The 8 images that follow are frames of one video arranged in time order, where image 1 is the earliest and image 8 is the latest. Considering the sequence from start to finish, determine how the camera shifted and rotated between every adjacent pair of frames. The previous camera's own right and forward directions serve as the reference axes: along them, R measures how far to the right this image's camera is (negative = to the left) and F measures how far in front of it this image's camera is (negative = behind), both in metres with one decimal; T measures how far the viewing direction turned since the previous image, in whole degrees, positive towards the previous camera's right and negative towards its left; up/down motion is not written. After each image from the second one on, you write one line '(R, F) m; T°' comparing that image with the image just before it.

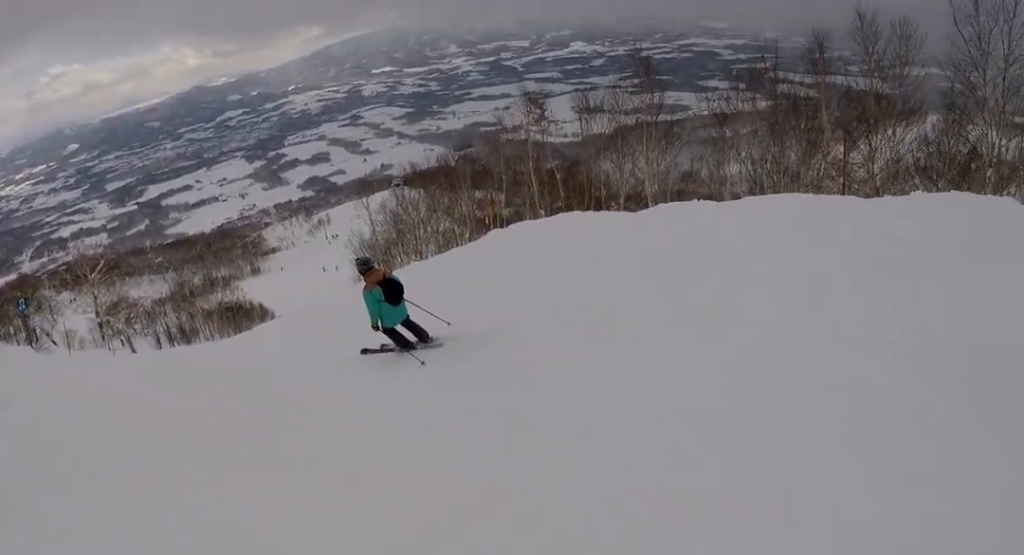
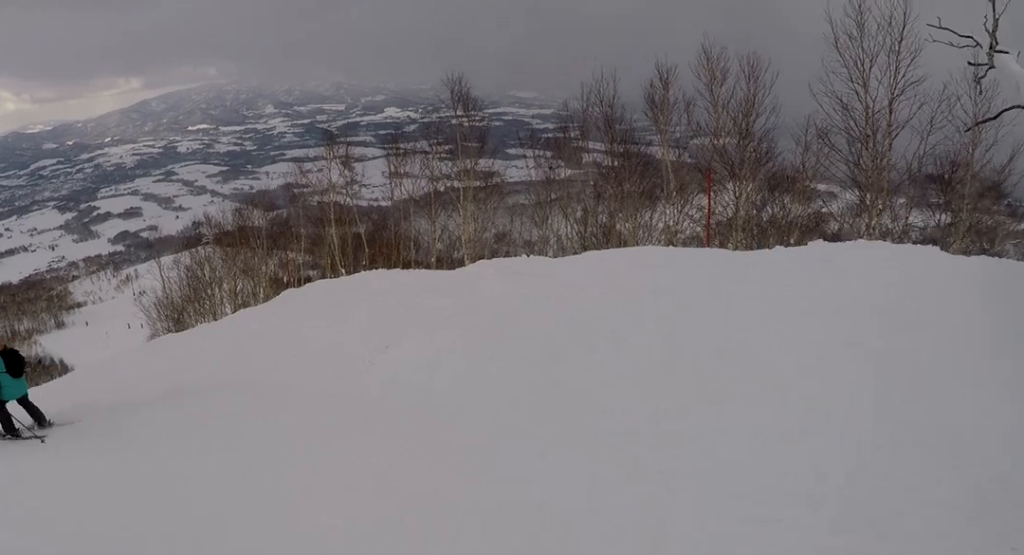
(+0.4, +2.7) m; +13°
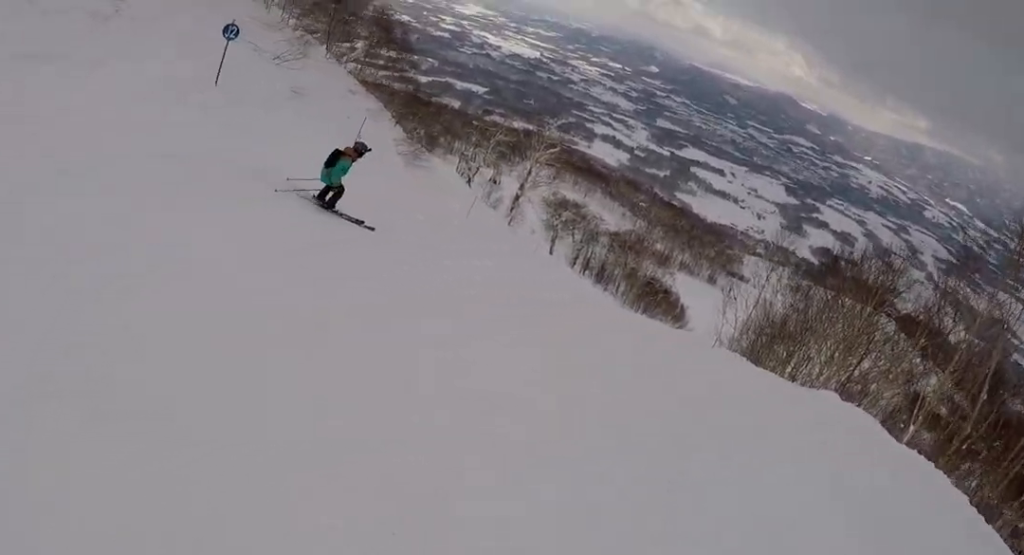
(-0.5, +5.8) m; -26°
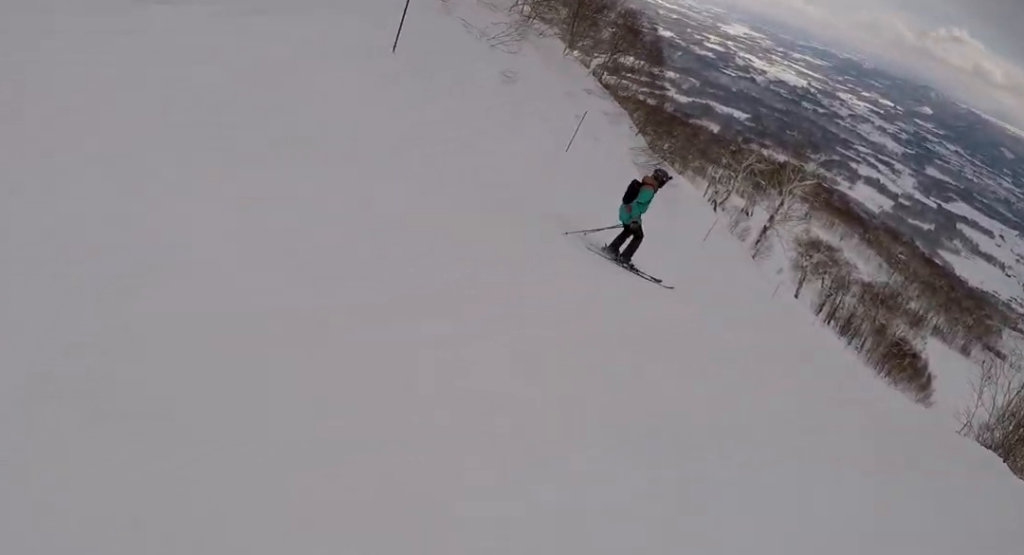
(-0.5, +2.4) m; -15°
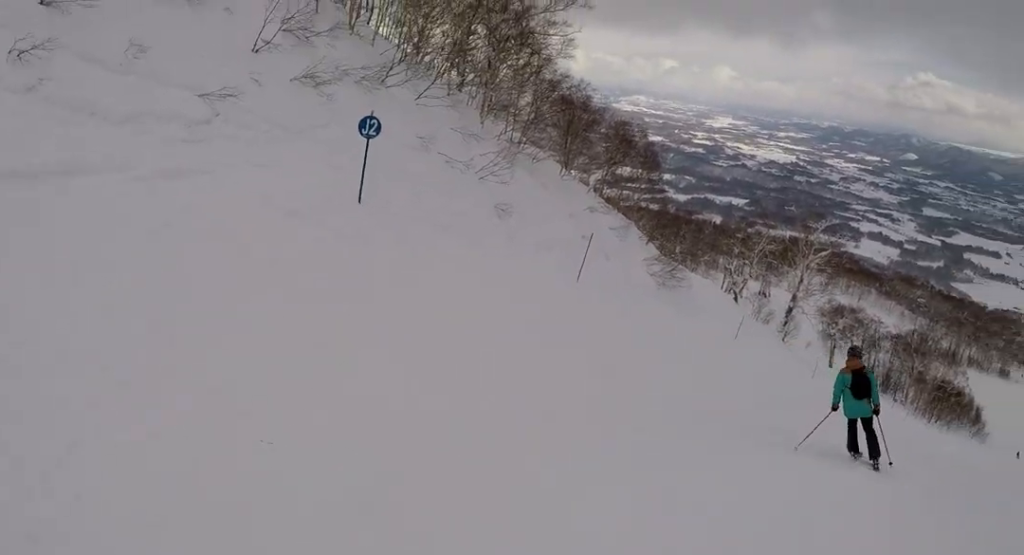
(-0.3, +3.0) m; -2°
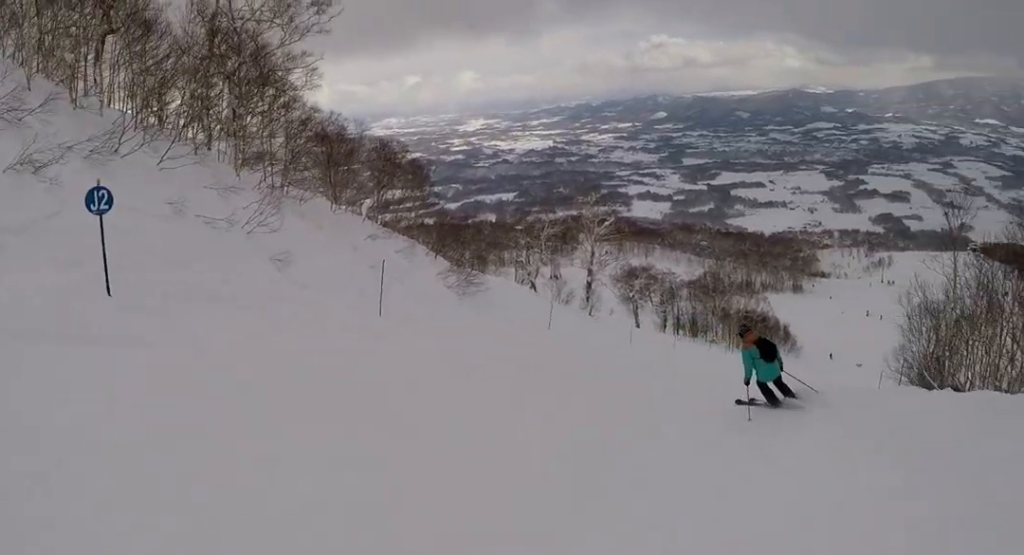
(0.0, +1.9) m; +4°
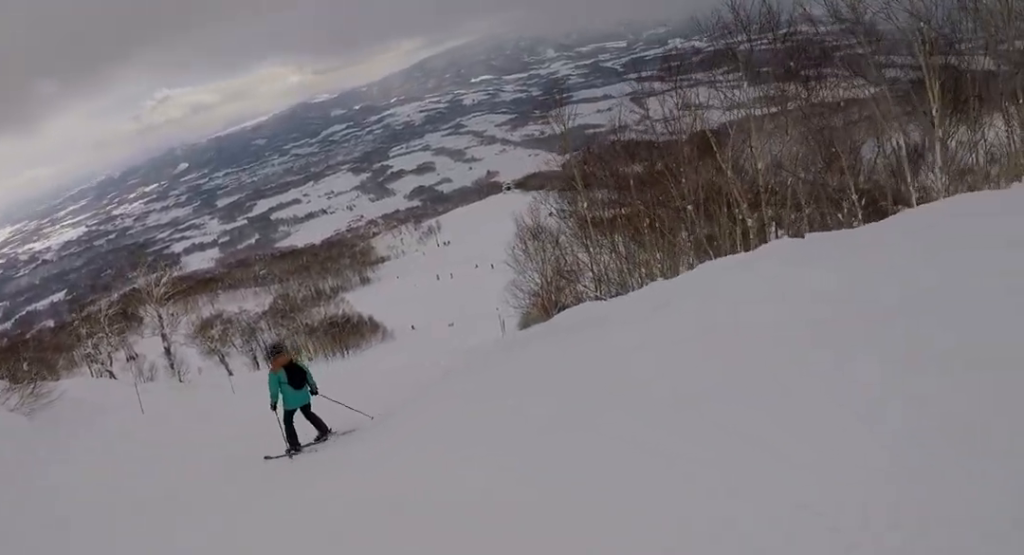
(+0.4, +3.9) m; +17°
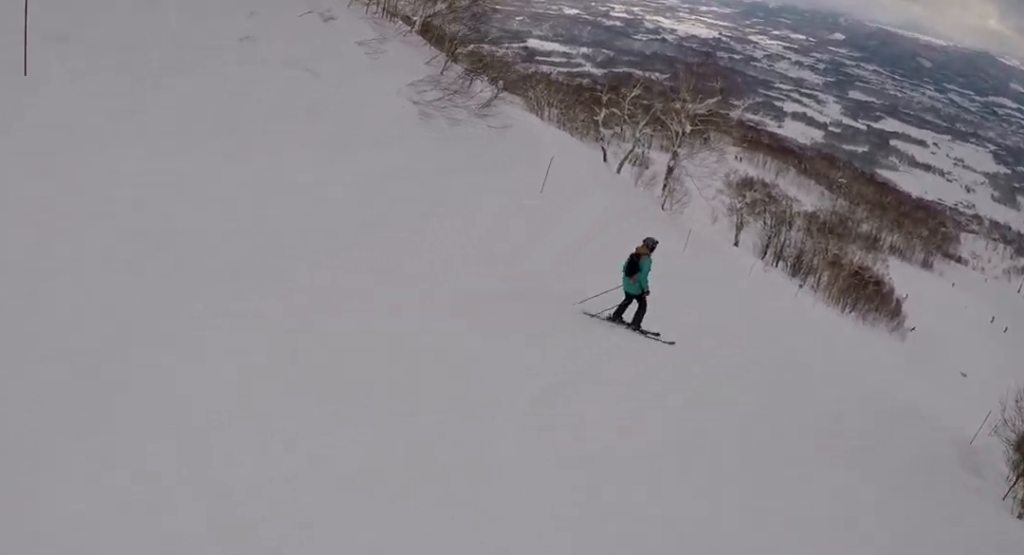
(+1.0, +7.4) m; -33°
